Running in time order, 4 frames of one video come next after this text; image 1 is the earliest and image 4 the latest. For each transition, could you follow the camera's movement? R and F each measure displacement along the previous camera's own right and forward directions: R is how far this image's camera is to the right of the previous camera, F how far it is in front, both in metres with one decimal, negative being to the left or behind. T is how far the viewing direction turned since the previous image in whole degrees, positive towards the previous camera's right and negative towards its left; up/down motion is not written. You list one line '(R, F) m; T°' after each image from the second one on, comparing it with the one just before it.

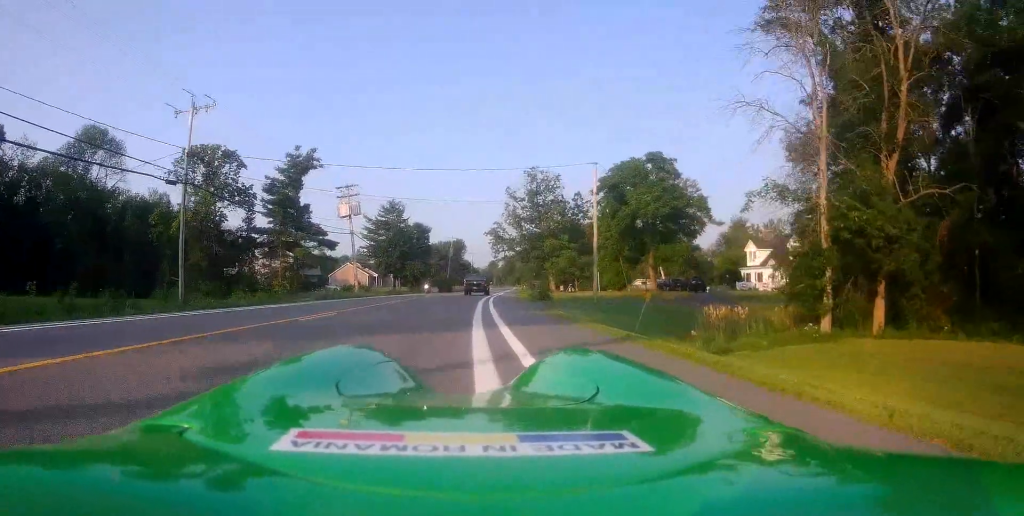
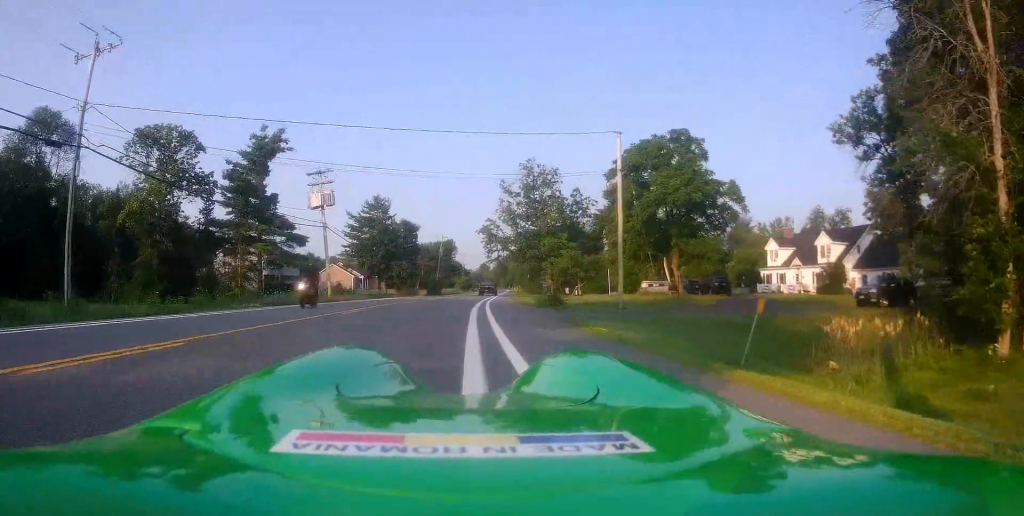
(+0.1, +8.1) m; -2°
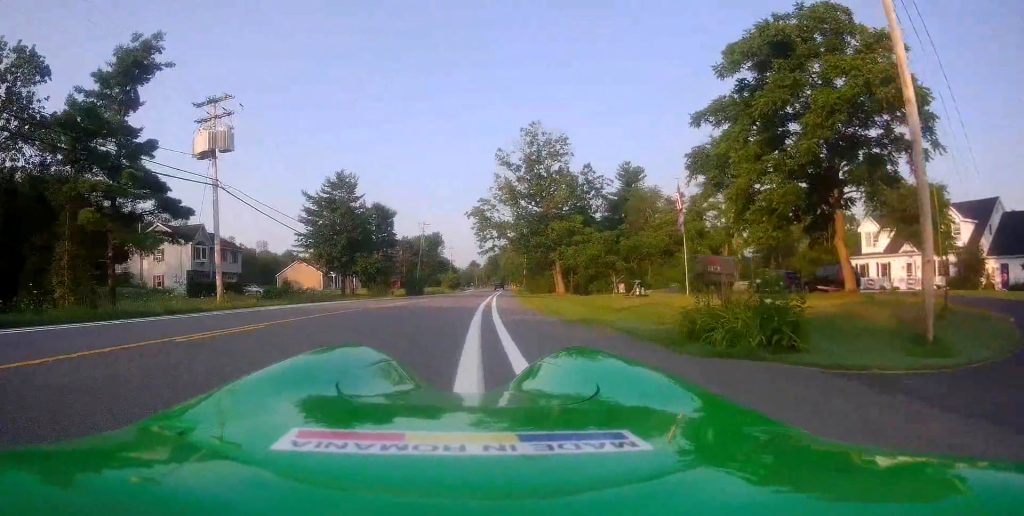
(-0.4, +20.9) m; +2°
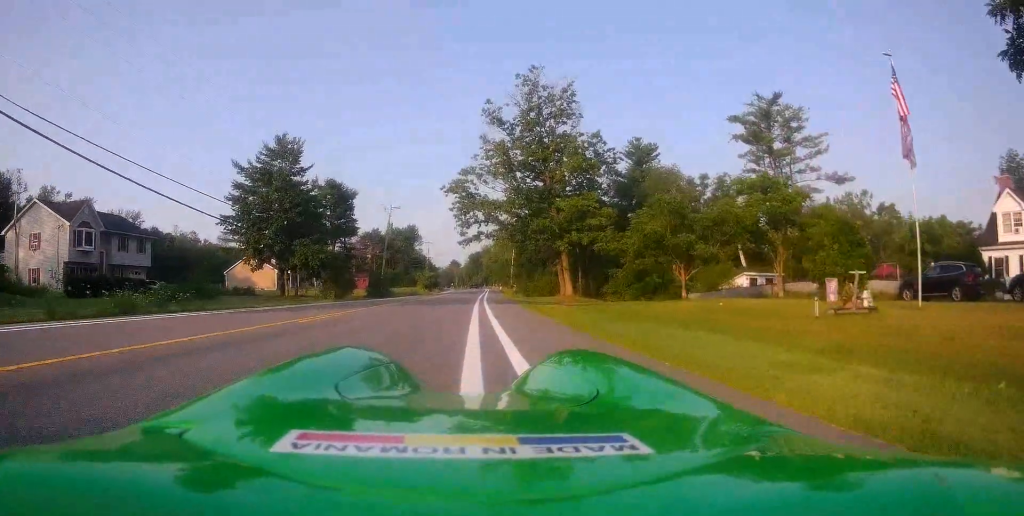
(+0.2, +18.6) m; 0°
